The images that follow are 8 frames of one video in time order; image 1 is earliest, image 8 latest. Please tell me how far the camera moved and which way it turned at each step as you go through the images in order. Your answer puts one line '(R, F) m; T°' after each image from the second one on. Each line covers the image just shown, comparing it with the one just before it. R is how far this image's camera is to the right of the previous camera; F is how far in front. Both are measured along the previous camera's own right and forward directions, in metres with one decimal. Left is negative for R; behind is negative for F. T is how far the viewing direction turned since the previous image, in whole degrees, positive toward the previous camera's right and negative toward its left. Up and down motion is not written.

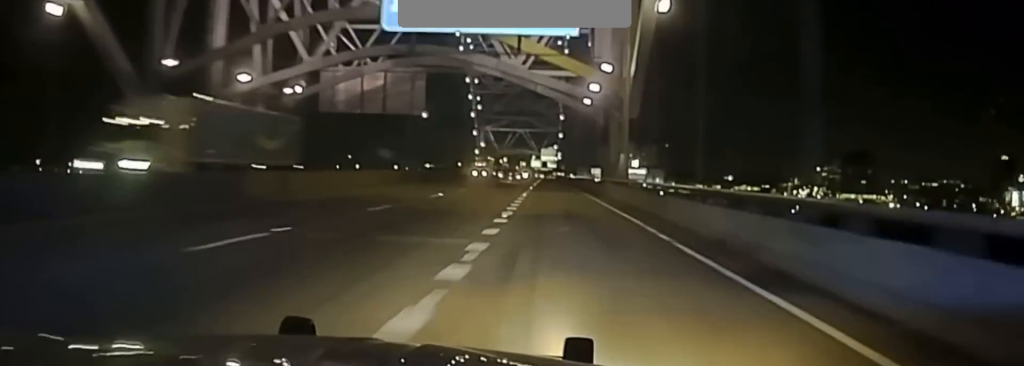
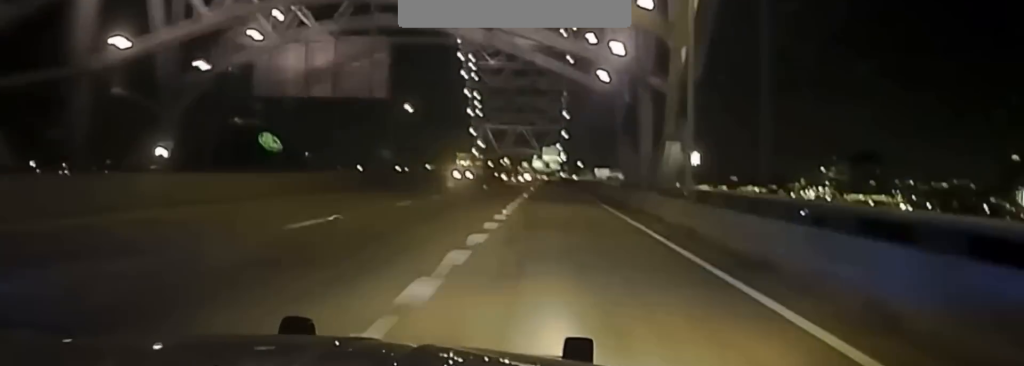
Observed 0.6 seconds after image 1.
(-0.1, +20.5) m; 0°
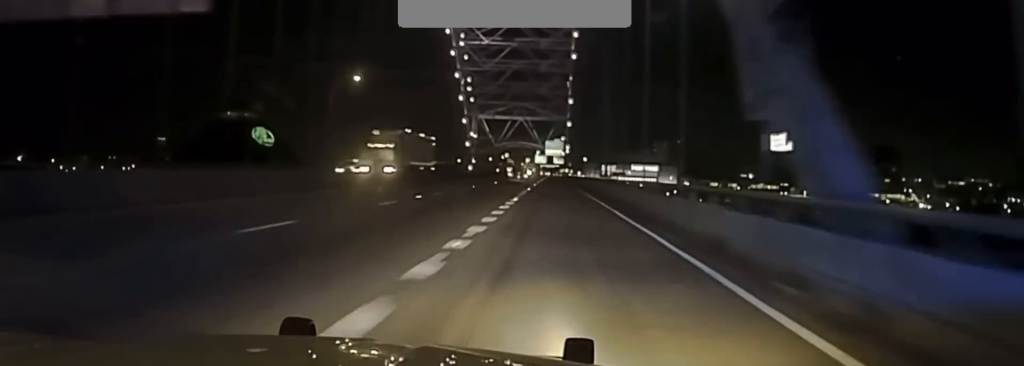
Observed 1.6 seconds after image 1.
(-0.2, +34.4) m; 0°
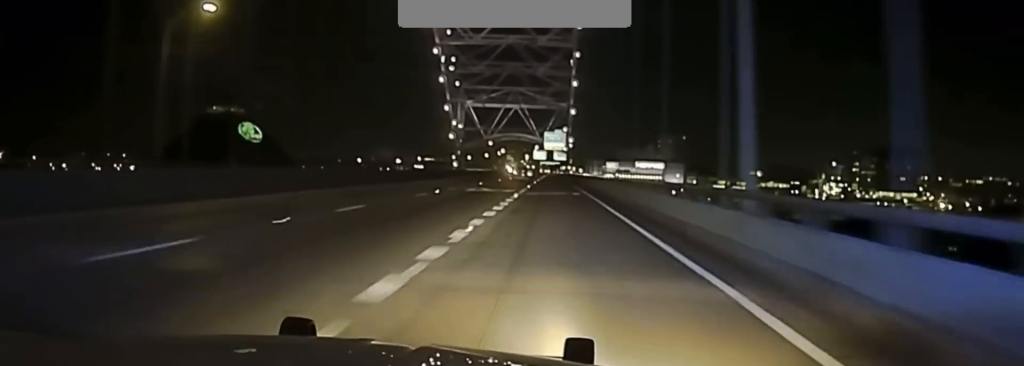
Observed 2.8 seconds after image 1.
(-0.1, +37.3) m; 0°
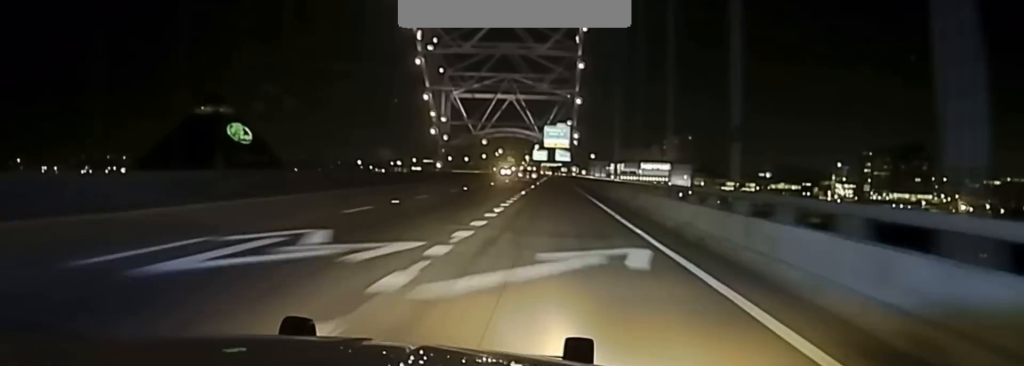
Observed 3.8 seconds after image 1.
(0.0, +30.8) m; 0°
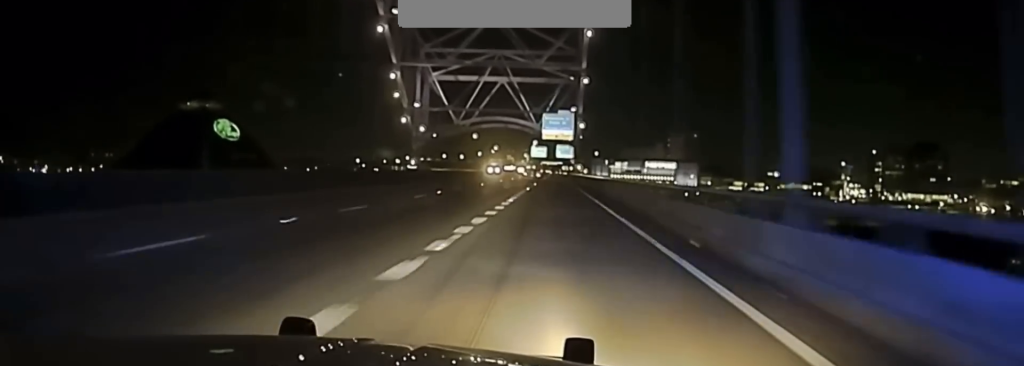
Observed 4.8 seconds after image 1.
(0.0, +33.8) m; 0°
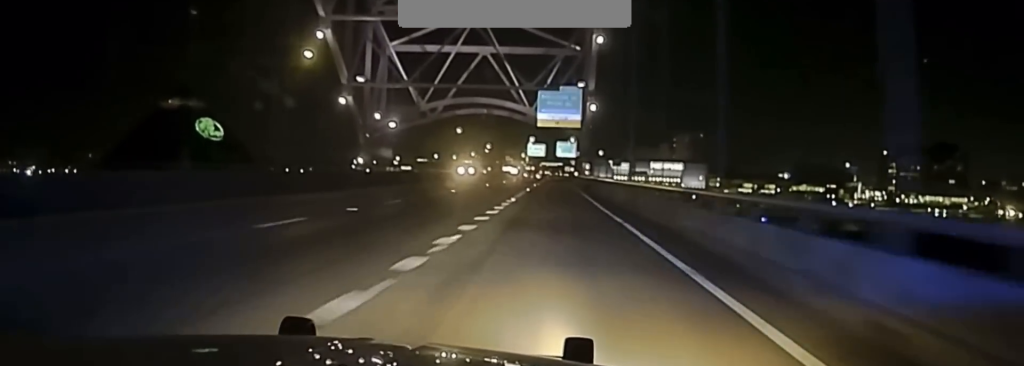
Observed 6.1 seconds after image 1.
(0.0, +45.1) m; 0°
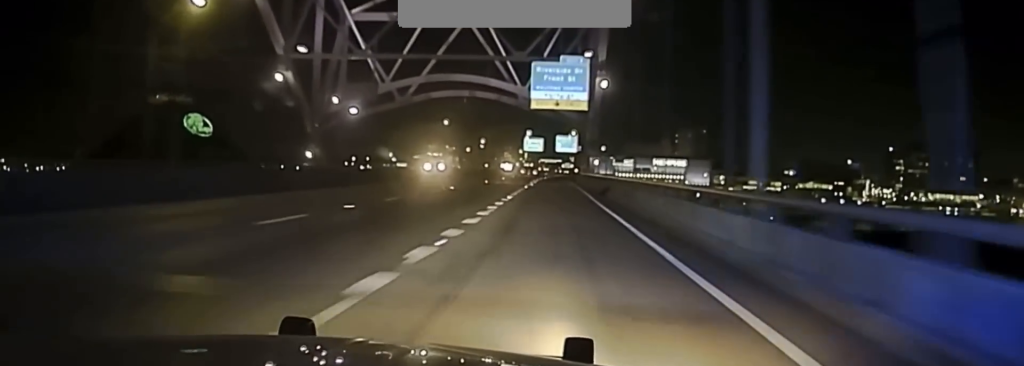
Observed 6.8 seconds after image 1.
(0.0, +28.9) m; 0°
